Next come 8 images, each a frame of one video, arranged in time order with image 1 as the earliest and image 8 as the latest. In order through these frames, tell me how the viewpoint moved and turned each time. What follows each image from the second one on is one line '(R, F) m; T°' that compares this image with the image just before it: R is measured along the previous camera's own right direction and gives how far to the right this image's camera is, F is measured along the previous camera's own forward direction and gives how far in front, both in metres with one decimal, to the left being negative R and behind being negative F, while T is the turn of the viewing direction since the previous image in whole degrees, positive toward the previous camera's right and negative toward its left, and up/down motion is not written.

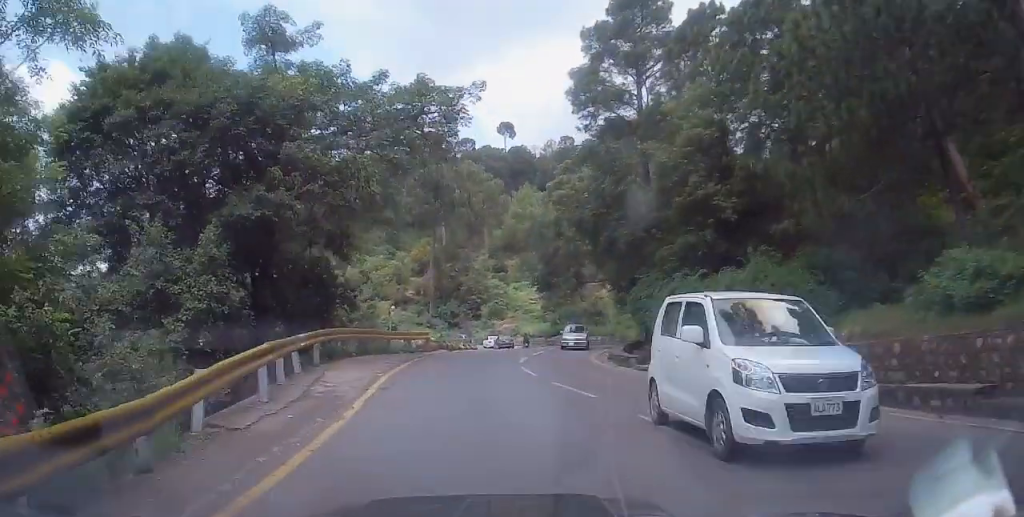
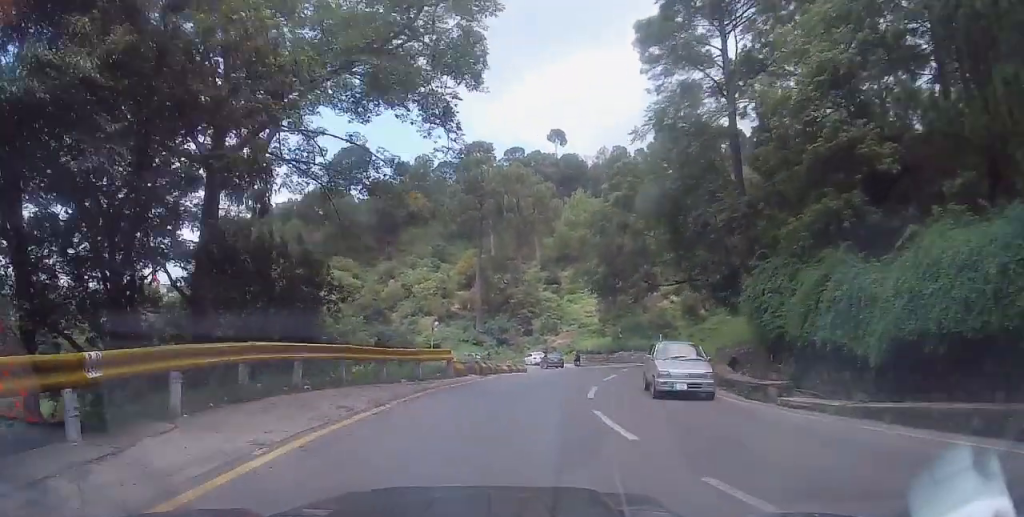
(0.0, +9.5) m; -3°
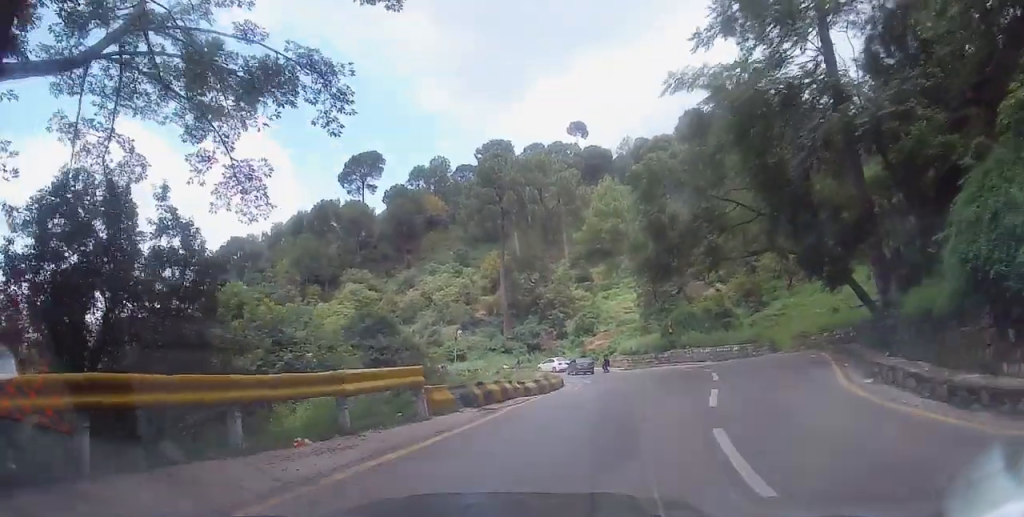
(-0.3, +9.9) m; +1°
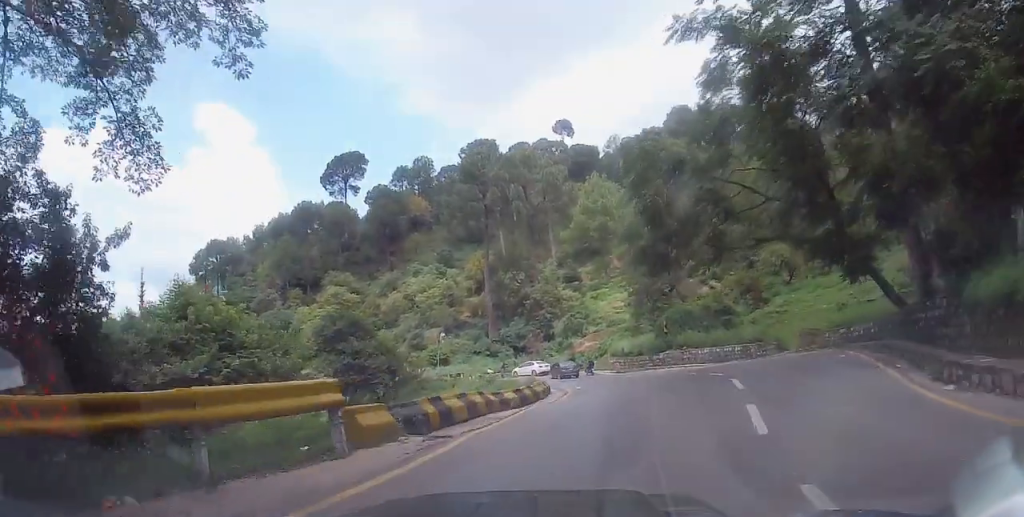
(+0.1, +3.7) m; +1°
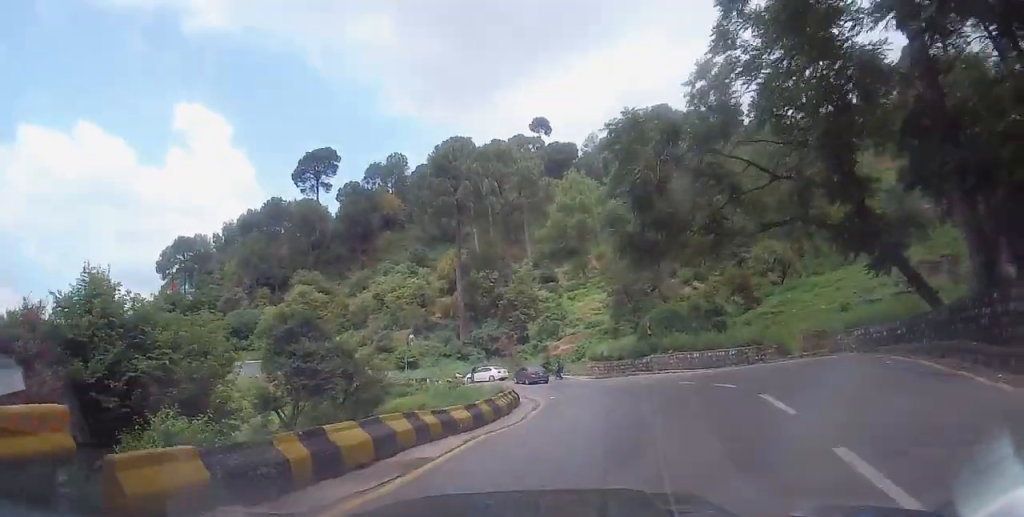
(+0.2, +4.5) m; 0°
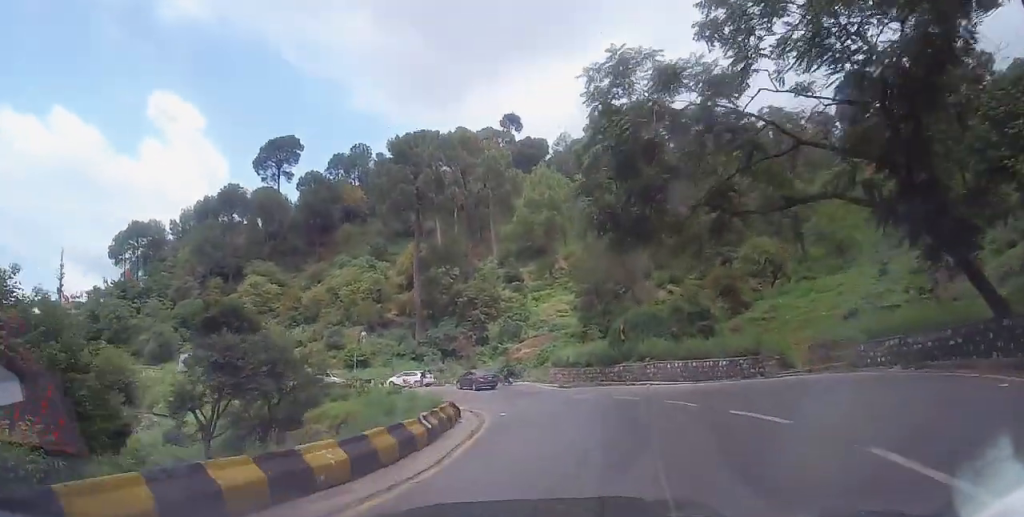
(-0.2, +5.8) m; +3°
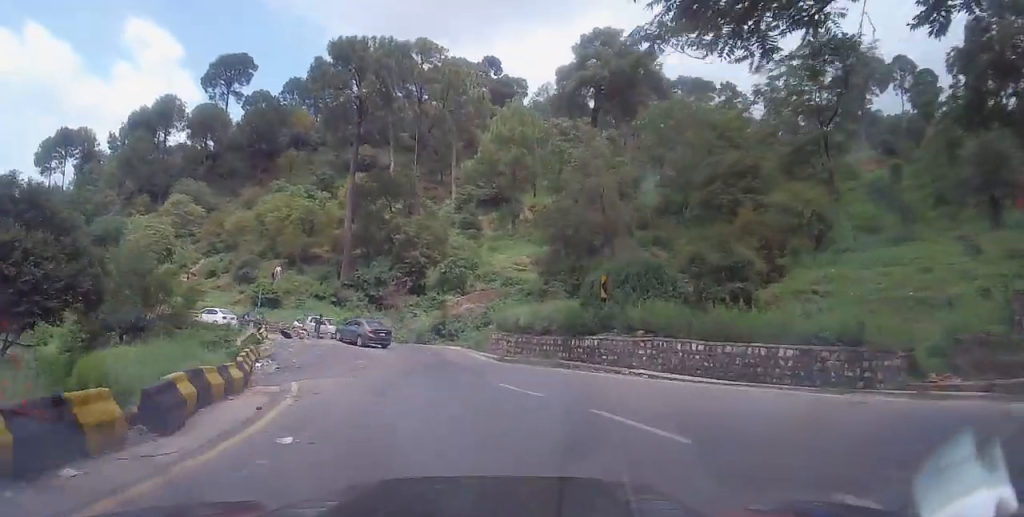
(+1.0, +13.9) m; +2°
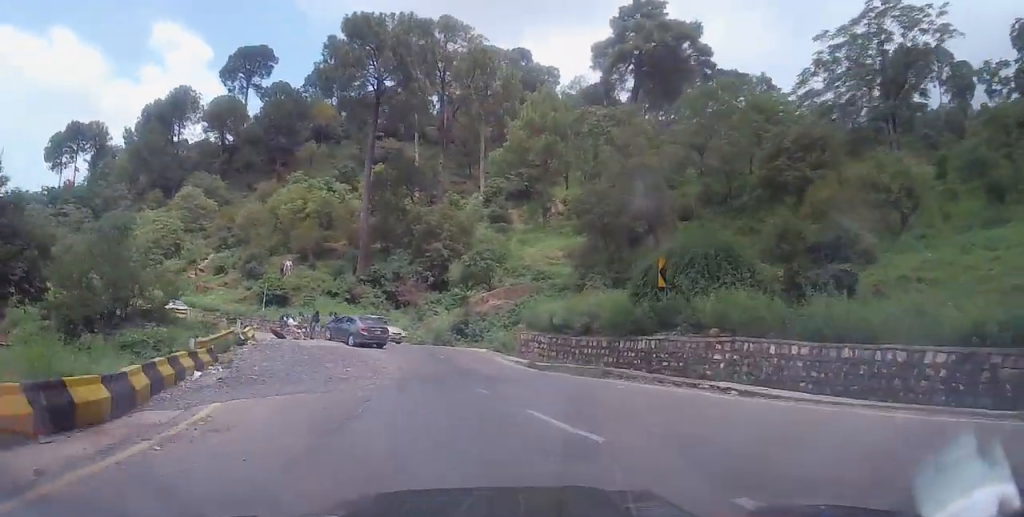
(-0.3, +5.6) m; -5°
